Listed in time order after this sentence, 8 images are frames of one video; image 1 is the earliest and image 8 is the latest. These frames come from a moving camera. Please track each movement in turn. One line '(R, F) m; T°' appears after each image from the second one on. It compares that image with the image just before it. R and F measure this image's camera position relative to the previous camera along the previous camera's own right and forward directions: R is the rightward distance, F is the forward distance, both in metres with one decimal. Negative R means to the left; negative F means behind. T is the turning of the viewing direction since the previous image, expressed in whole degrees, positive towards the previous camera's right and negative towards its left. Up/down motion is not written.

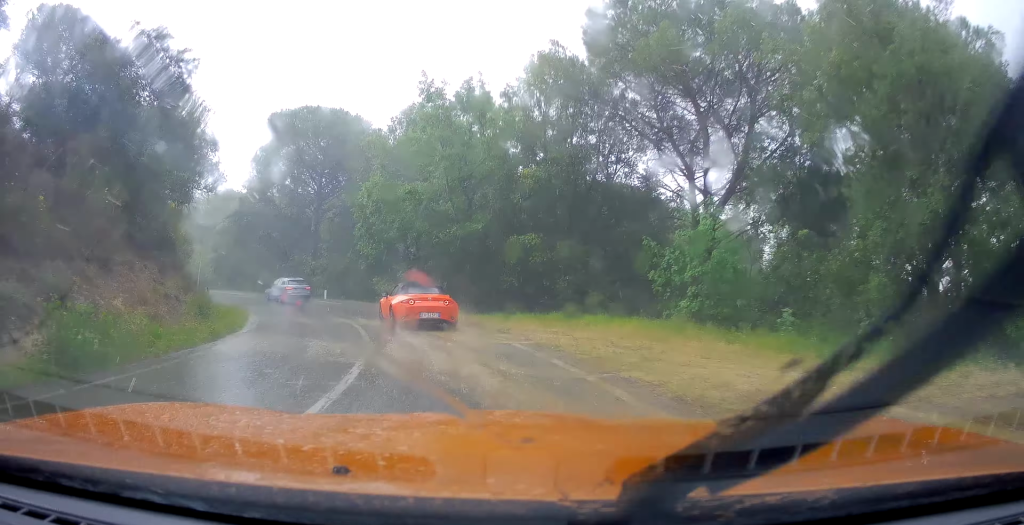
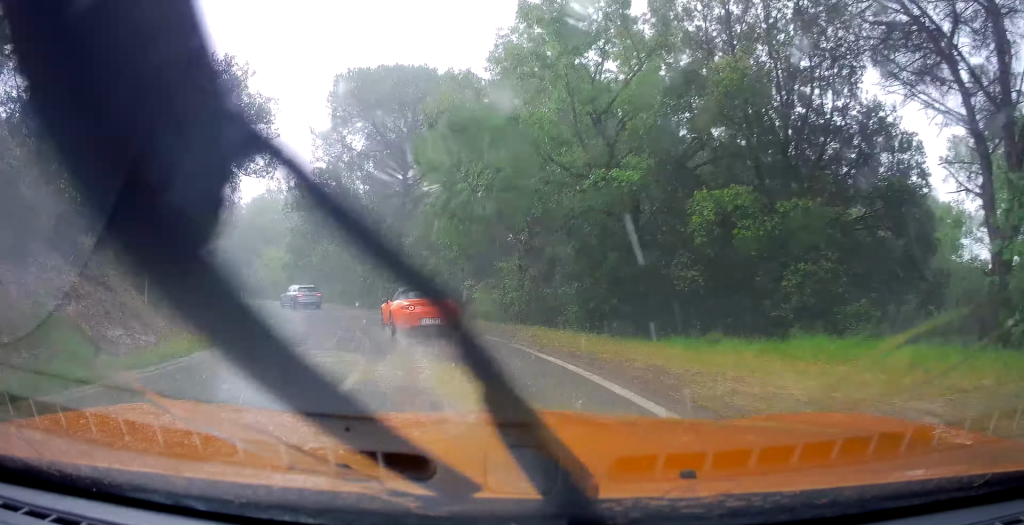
(-1.5, +10.4) m; -16°
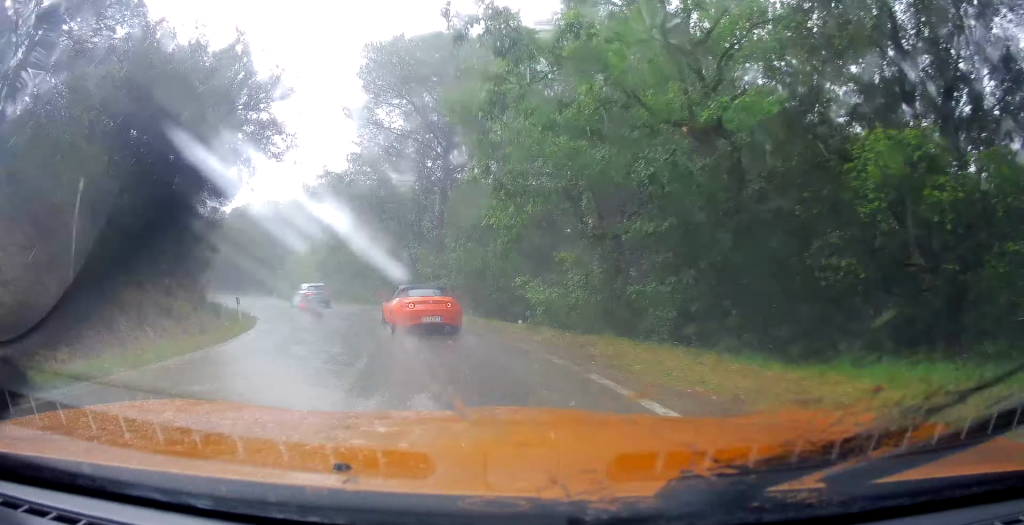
(-0.6, +4.5) m; -6°
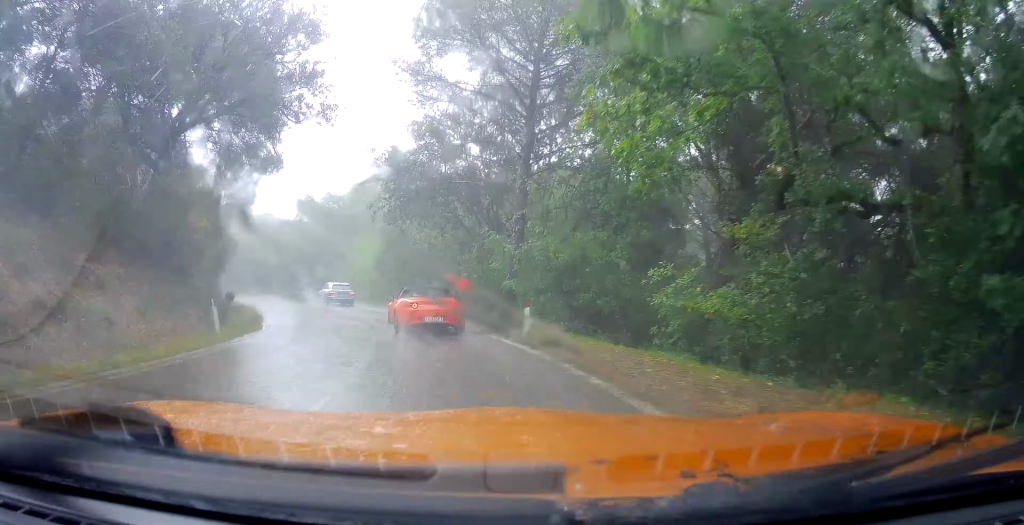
(-0.5, +7.0) m; -8°
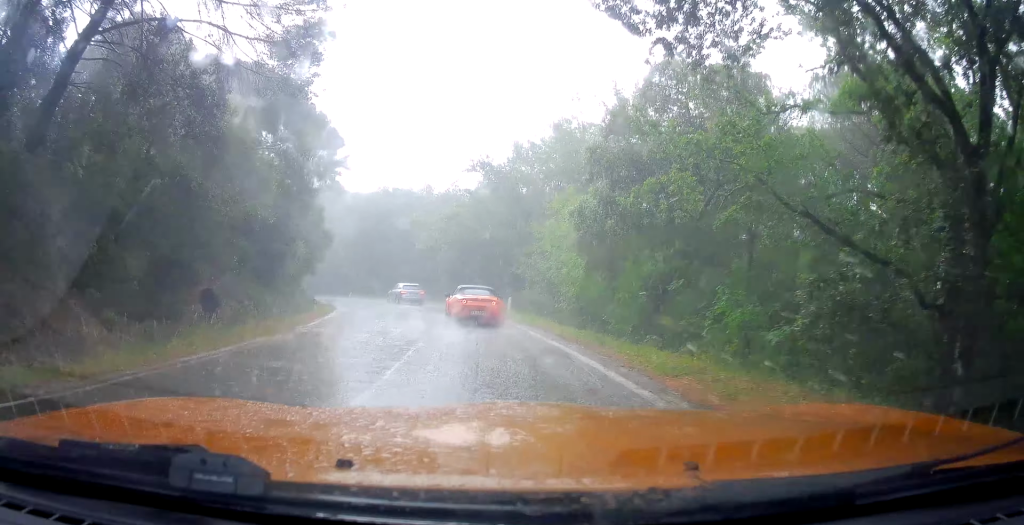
(-4.4, +18.9) m; -18°
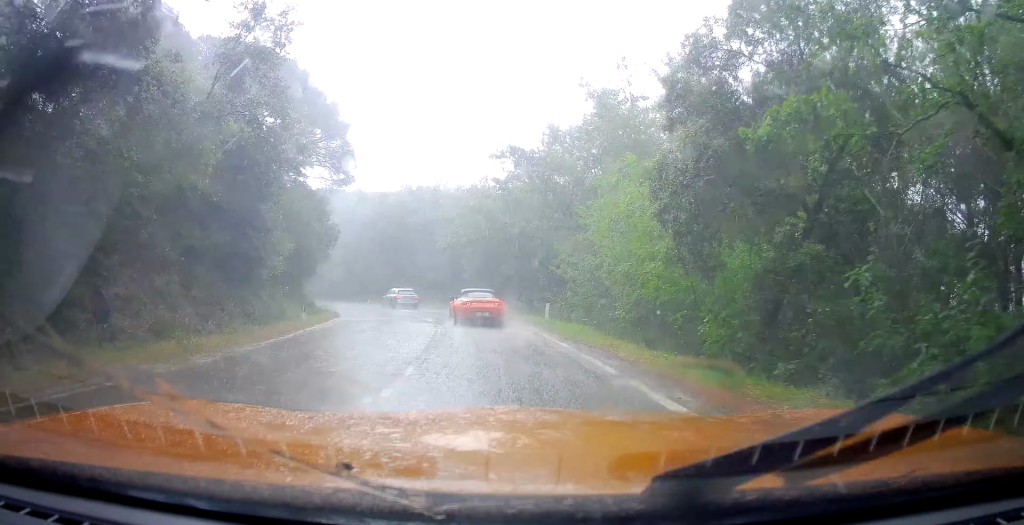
(+0.3, +4.7) m; 0°
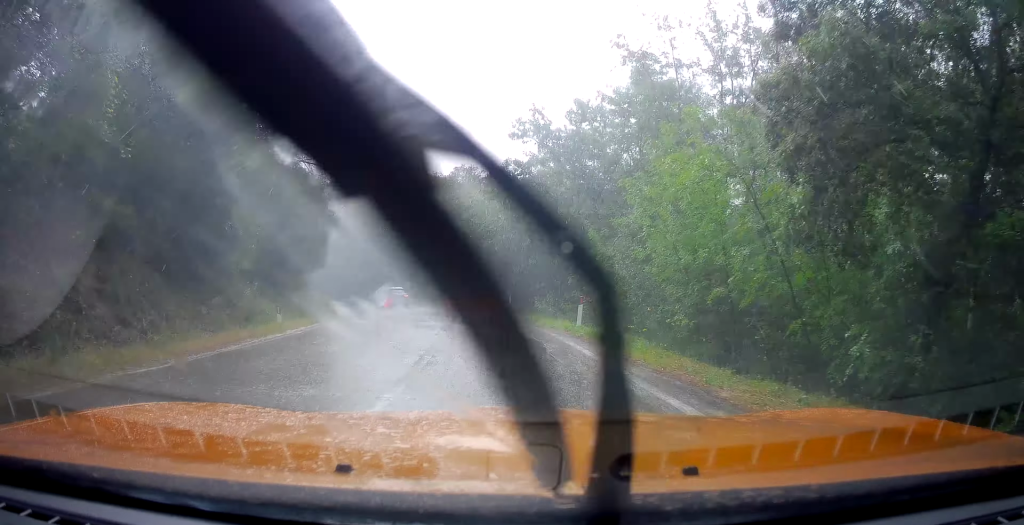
(+0.1, +3.6) m; -1°
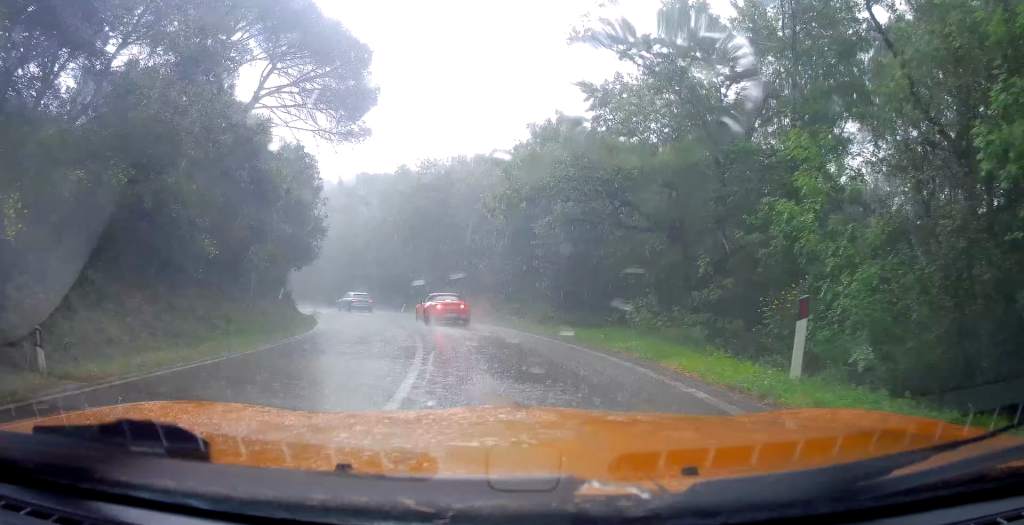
(-1.1, +10.3) m; -11°
